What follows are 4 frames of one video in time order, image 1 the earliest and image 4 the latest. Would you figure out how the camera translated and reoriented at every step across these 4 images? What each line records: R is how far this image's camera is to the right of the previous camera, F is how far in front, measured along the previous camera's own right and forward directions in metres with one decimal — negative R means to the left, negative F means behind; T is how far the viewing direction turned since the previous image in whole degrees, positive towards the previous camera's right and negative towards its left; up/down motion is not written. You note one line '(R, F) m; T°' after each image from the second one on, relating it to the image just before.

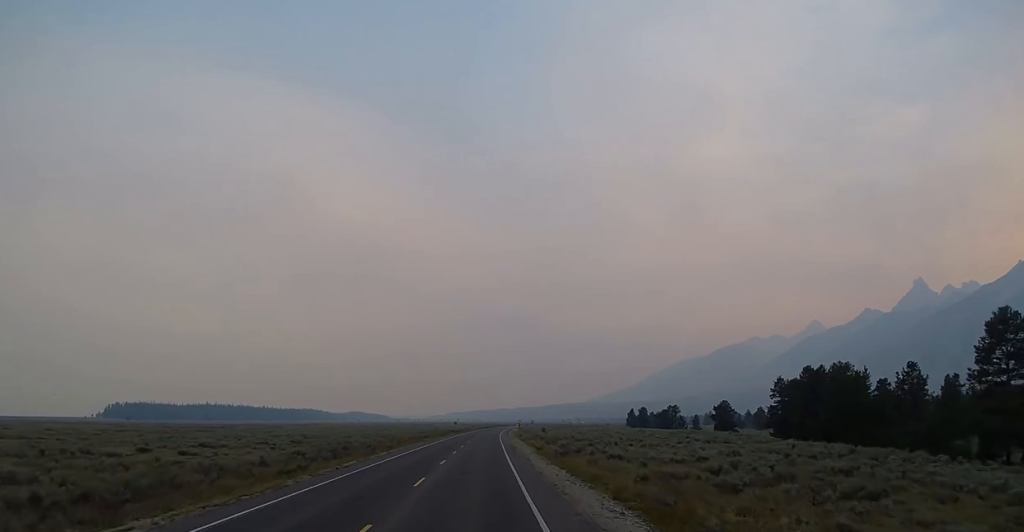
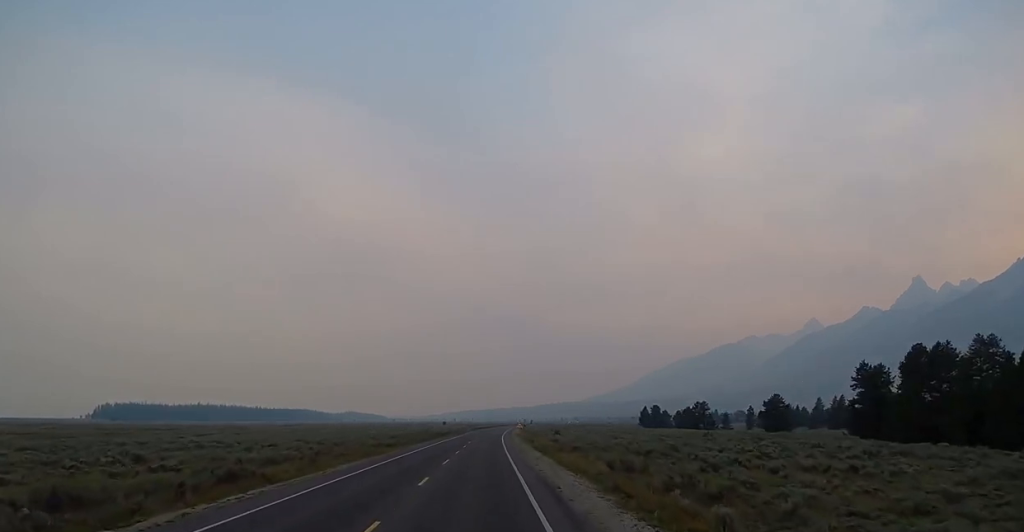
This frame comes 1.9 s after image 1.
(+0.4, +37.0) m; 0°
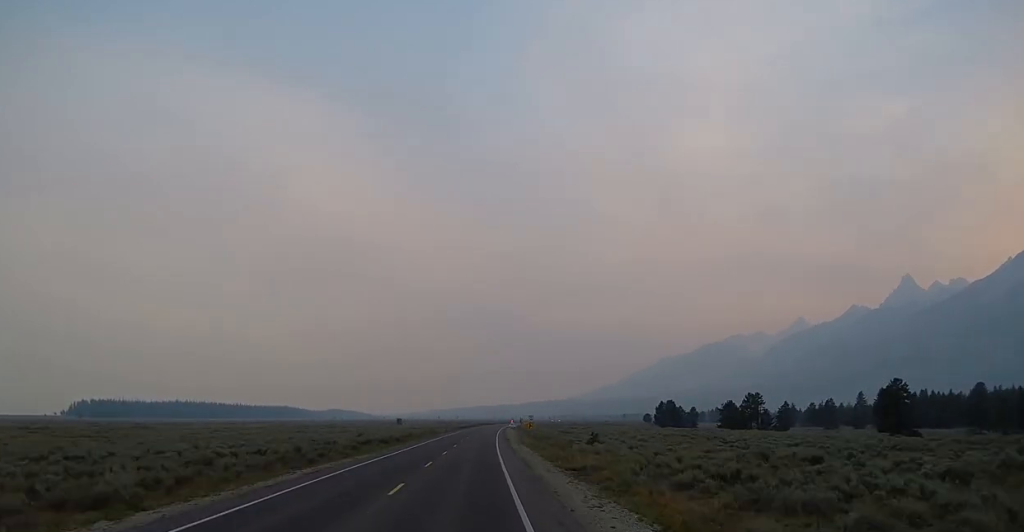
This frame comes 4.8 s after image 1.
(+0.1, +50.5) m; +1°
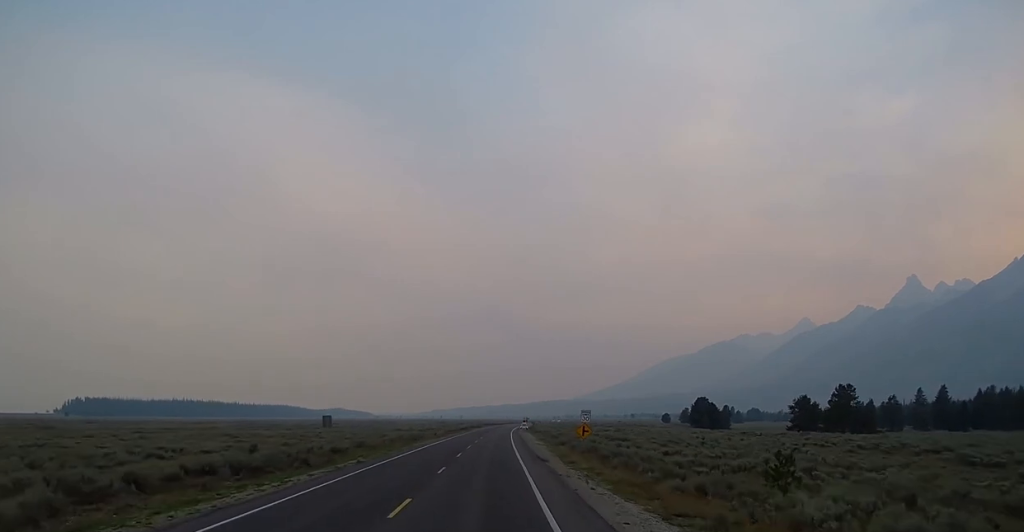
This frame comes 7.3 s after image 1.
(0.0, +41.9) m; 0°
